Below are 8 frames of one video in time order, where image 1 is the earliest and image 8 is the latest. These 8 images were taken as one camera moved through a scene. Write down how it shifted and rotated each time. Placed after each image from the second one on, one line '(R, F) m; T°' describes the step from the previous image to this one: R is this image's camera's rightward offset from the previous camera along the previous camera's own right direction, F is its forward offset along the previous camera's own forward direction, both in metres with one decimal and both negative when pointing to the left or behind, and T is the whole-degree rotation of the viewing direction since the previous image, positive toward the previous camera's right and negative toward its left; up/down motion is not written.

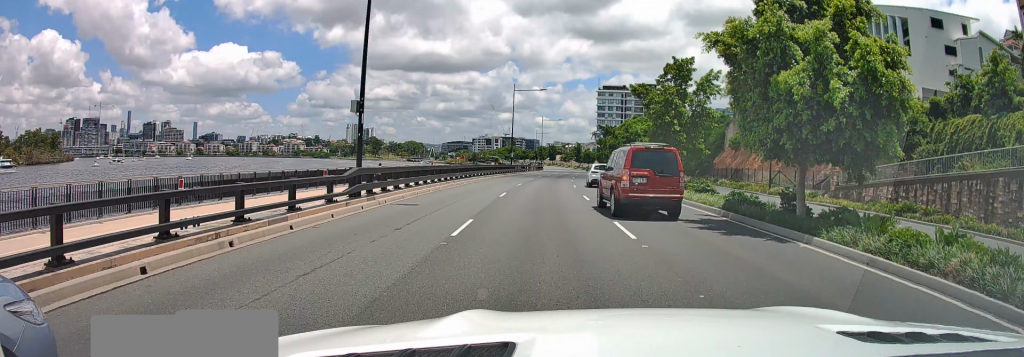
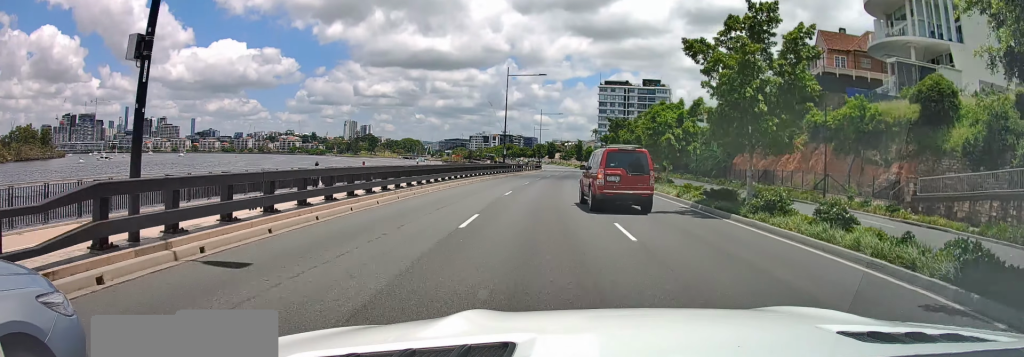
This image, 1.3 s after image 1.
(+0.1, +21.4) m; +1°
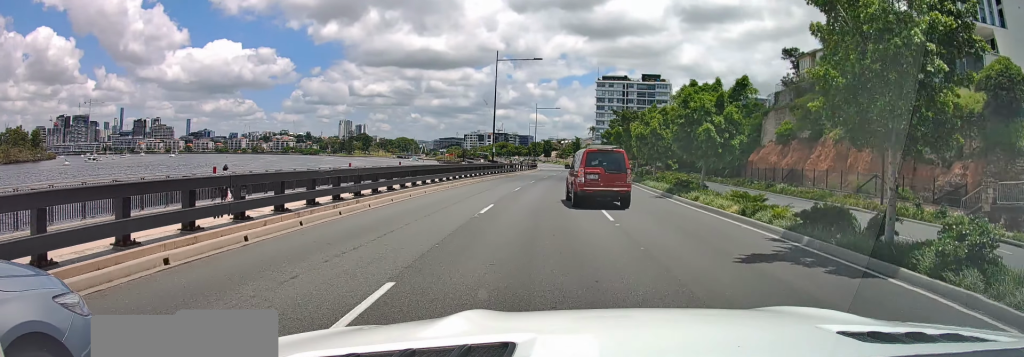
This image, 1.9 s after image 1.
(+0.1, +8.3) m; 0°
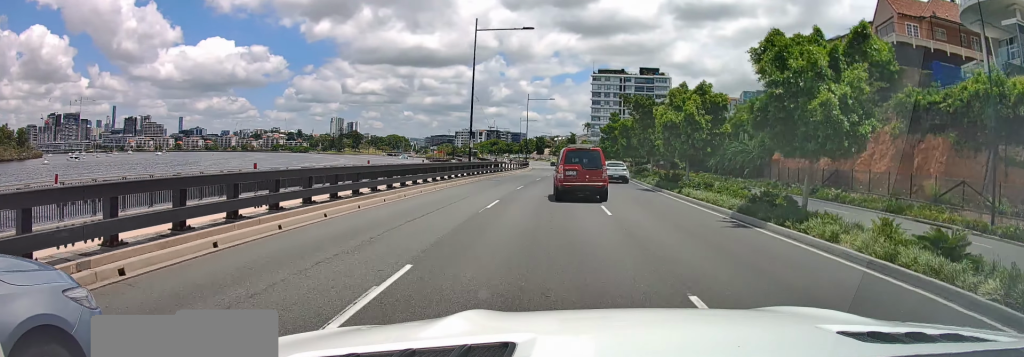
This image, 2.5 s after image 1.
(+0.1, +10.9) m; 0°
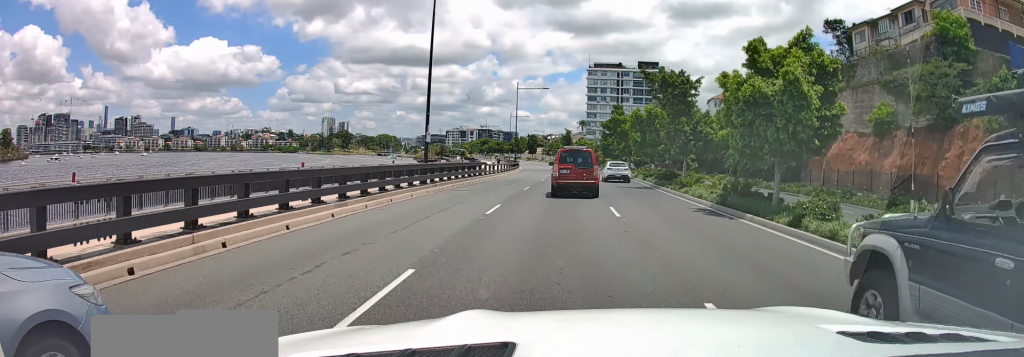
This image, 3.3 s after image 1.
(0.0, +11.6) m; 0°
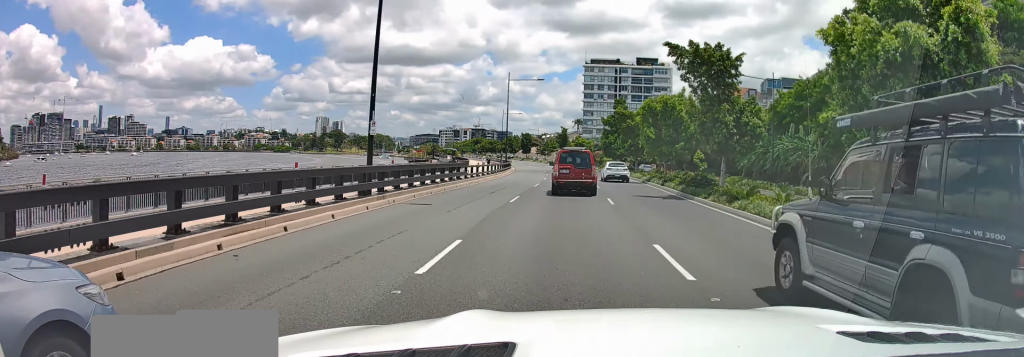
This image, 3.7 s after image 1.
(0.0, +7.8) m; 0°
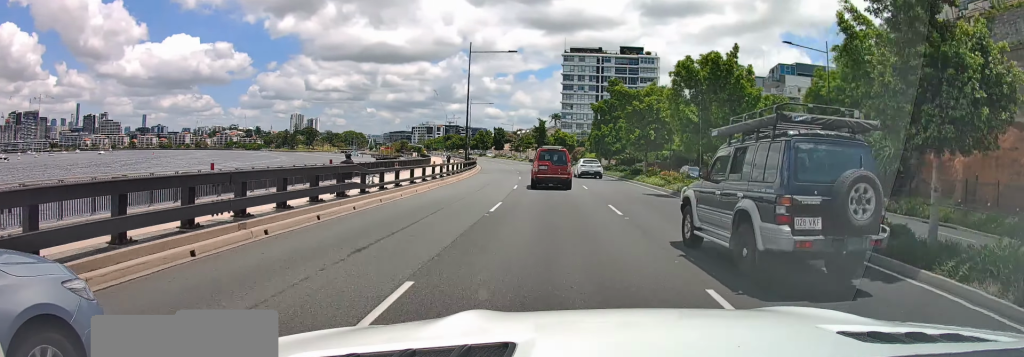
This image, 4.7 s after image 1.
(+0.1, +15.6) m; +1°
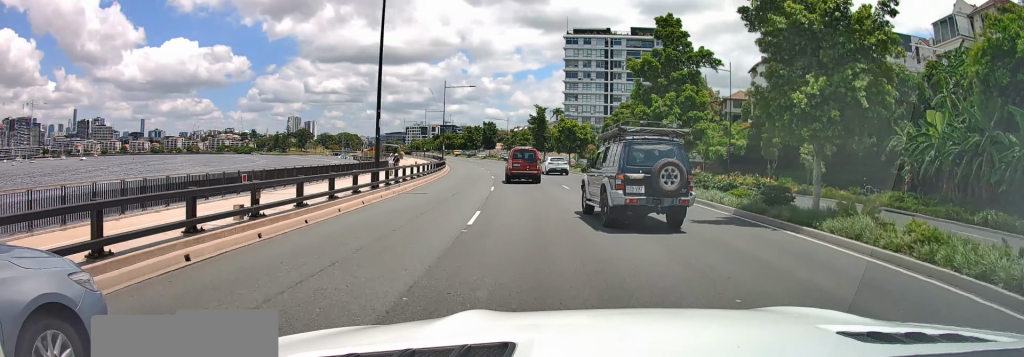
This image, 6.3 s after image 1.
(+0.5, +25.2) m; +1°
